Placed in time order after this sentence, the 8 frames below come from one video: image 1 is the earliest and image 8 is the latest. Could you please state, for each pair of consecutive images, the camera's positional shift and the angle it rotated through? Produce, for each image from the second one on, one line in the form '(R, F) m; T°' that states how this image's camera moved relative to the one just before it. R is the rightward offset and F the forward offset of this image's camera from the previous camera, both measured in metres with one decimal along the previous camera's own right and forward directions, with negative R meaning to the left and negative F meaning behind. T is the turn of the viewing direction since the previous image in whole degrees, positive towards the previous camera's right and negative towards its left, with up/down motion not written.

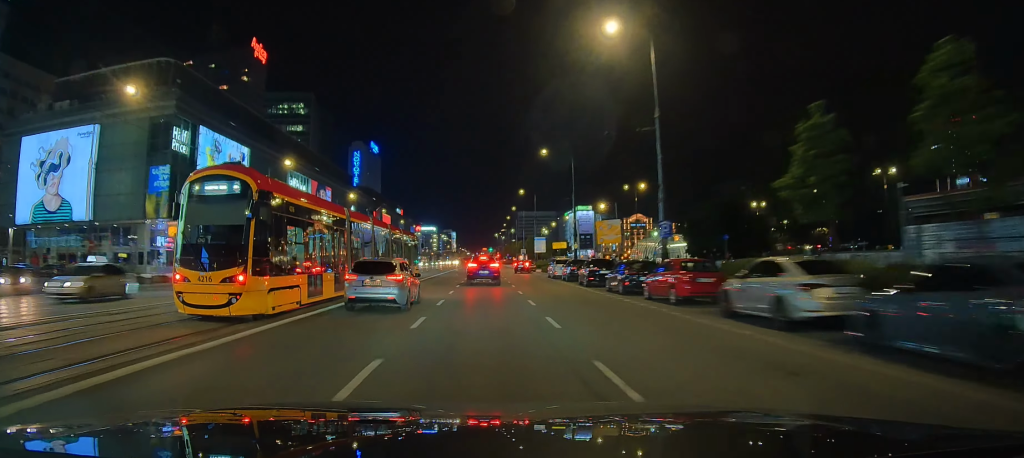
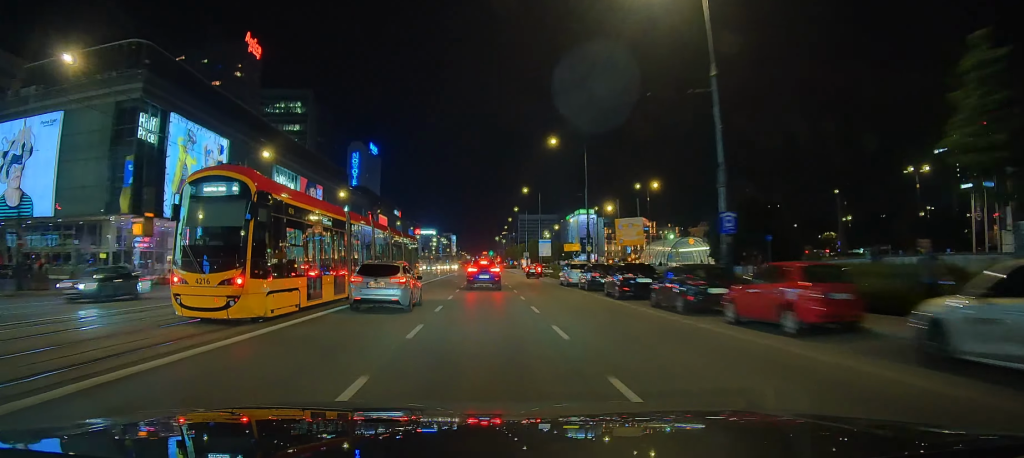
(0.0, +7.1) m; 0°
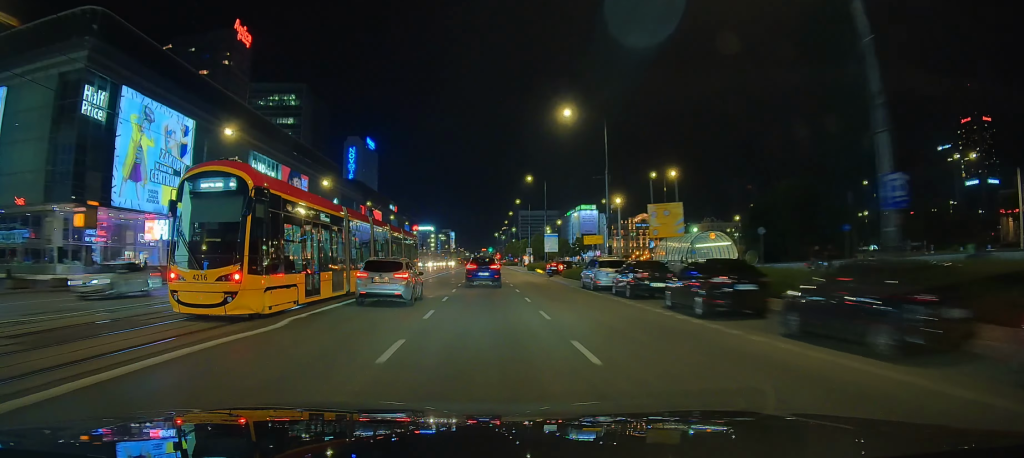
(0.0, +8.4) m; 0°
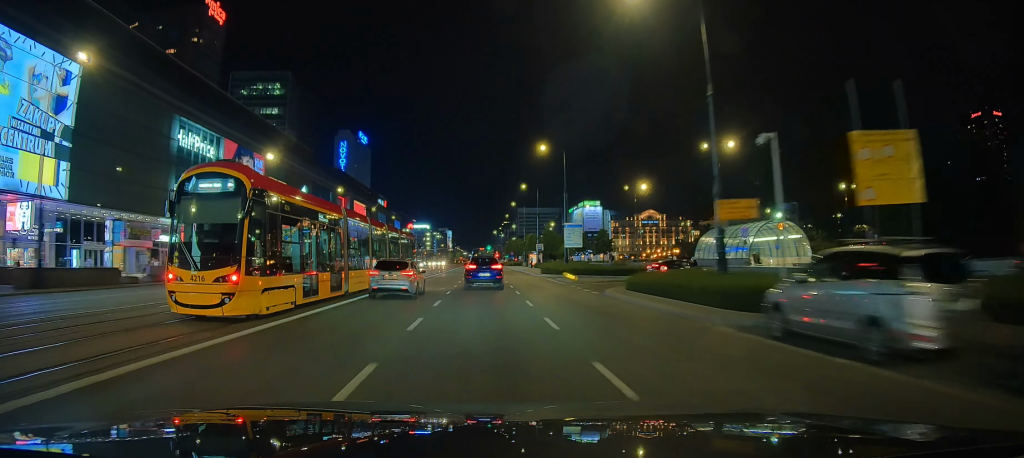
(+0.2, +20.9) m; +1°
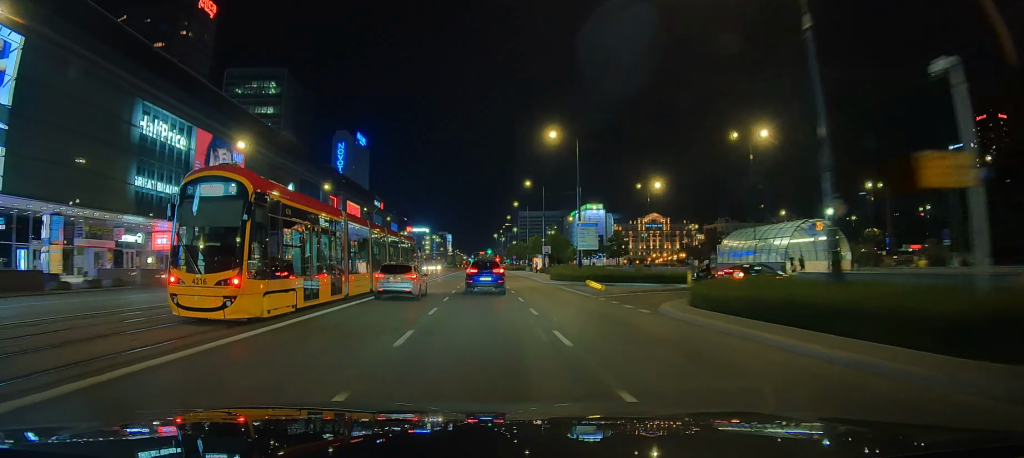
(+0.1, +7.2) m; 0°
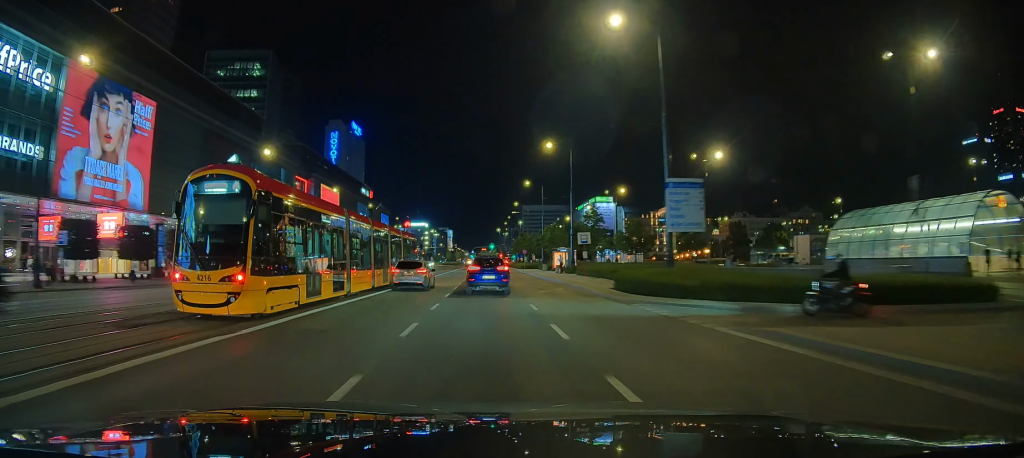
(-0.1, +23.4) m; -1°
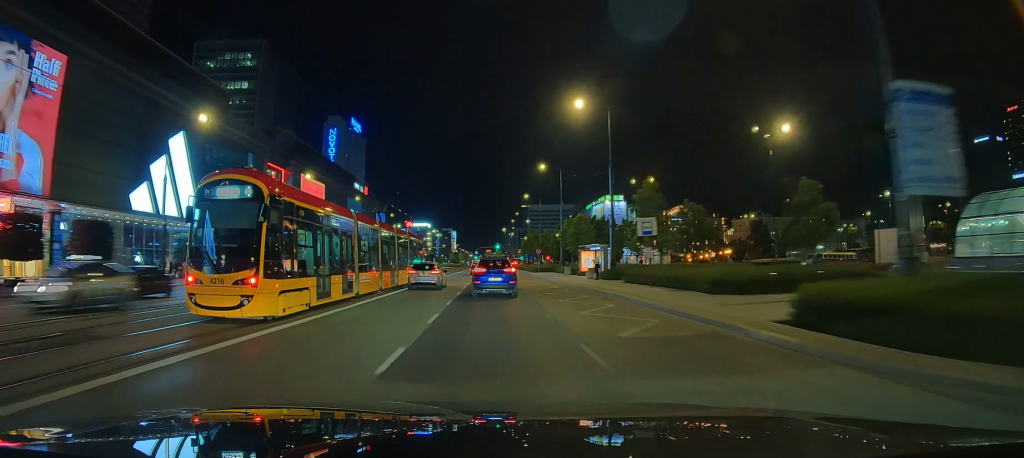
(0.0, +15.1) m; 0°
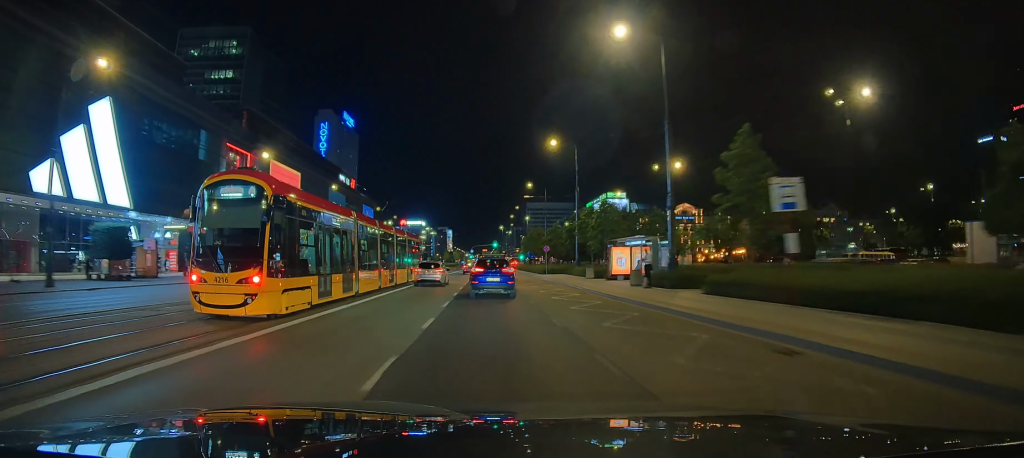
(0.0, +13.2) m; 0°
